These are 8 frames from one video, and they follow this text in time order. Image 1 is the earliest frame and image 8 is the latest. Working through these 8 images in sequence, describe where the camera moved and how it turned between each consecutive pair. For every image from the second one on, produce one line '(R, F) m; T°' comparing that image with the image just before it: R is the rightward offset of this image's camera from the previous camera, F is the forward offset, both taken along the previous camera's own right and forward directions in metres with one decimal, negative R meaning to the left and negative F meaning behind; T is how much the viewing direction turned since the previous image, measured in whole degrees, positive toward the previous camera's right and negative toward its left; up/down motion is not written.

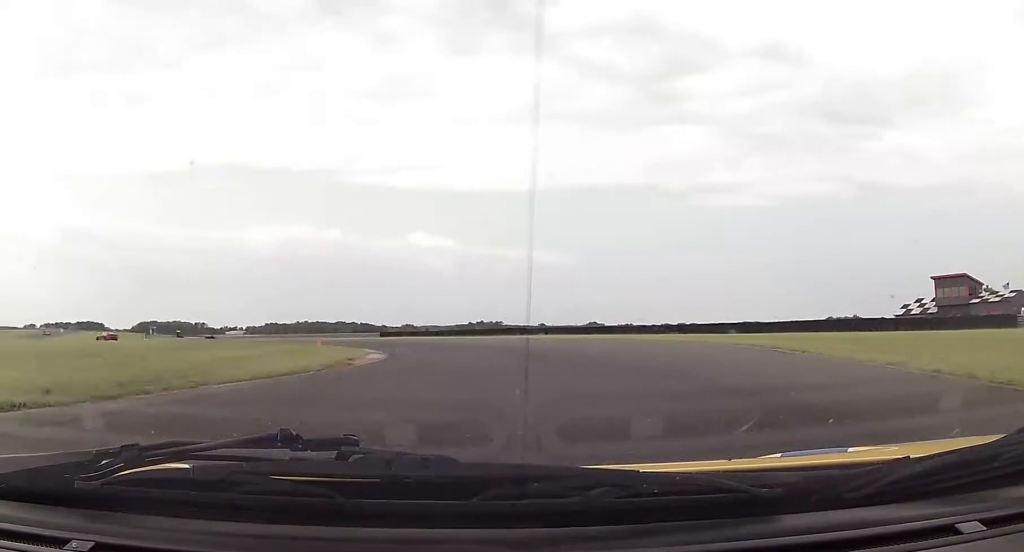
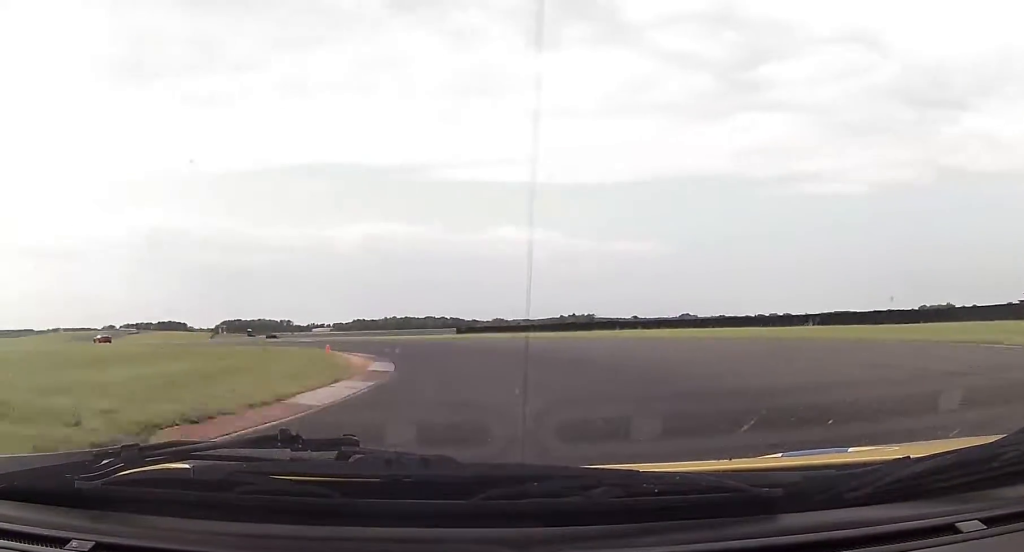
(+0.5, +13.8) m; -7°
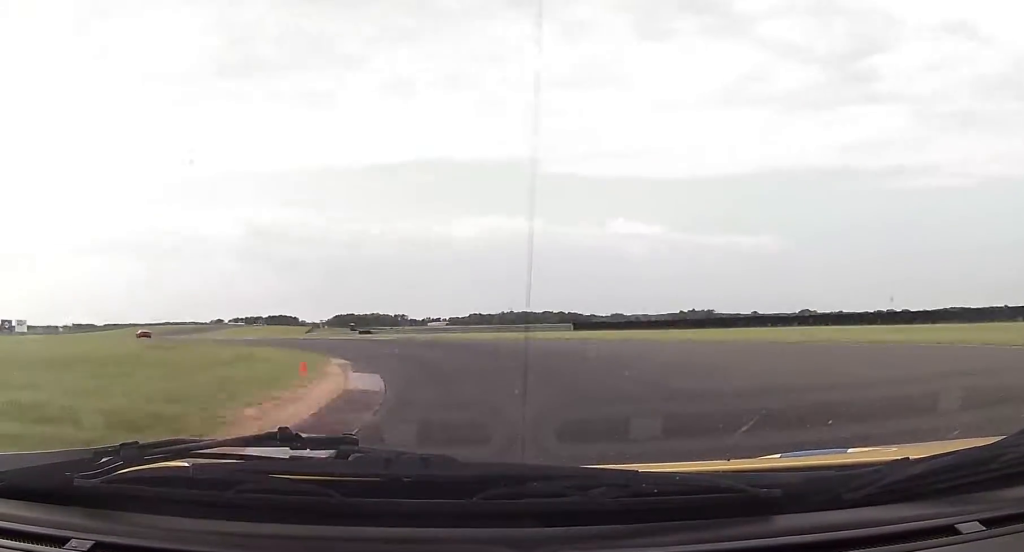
(-1.7, +13.0) m; -9°
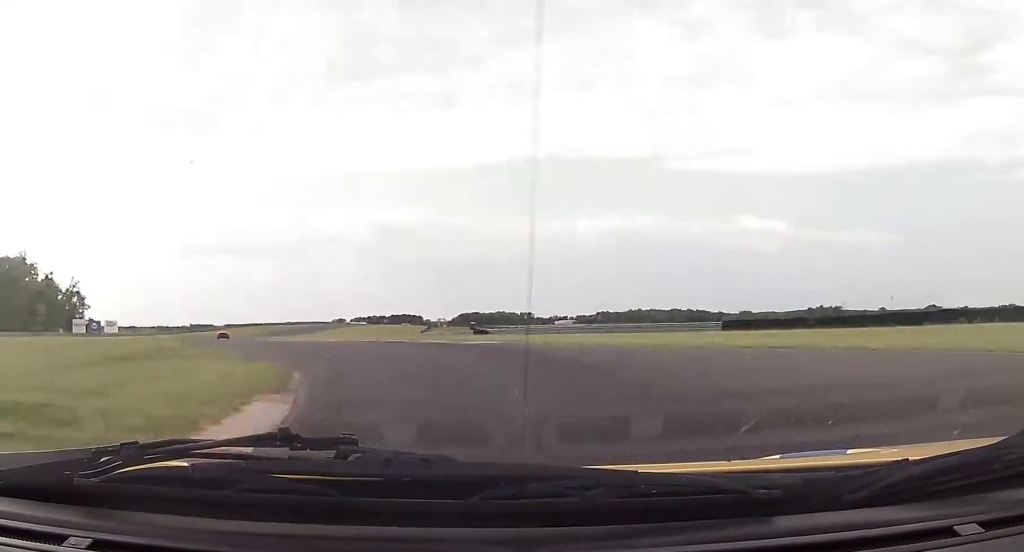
(-0.6, +12.2) m; -9°
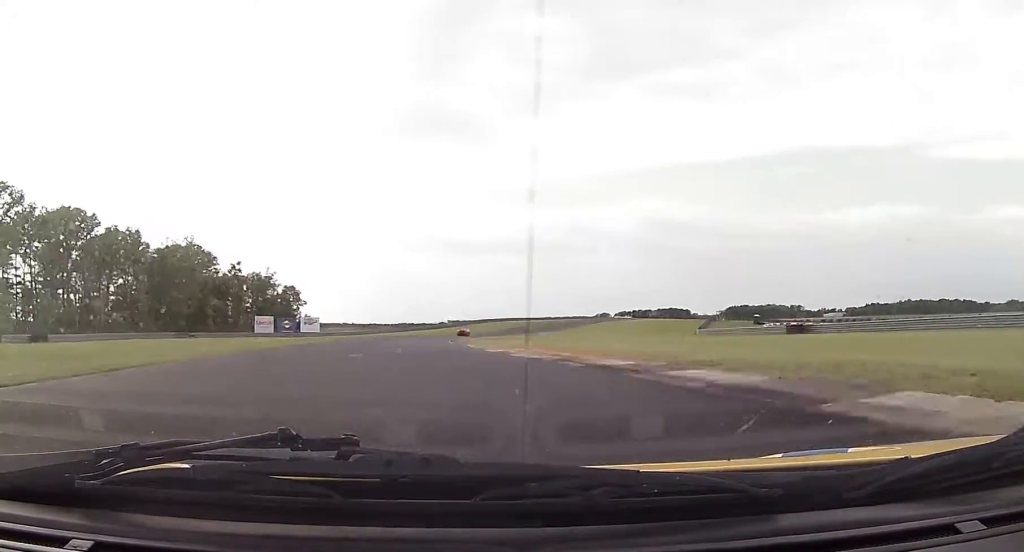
(-6.6, +33.4) m; -19°
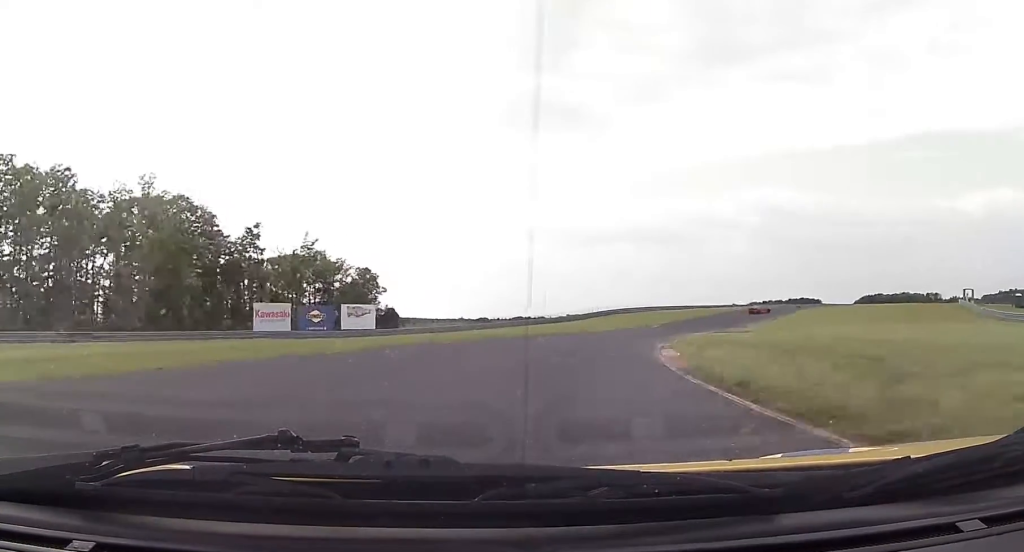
(-7.2, +57.8) m; -6°
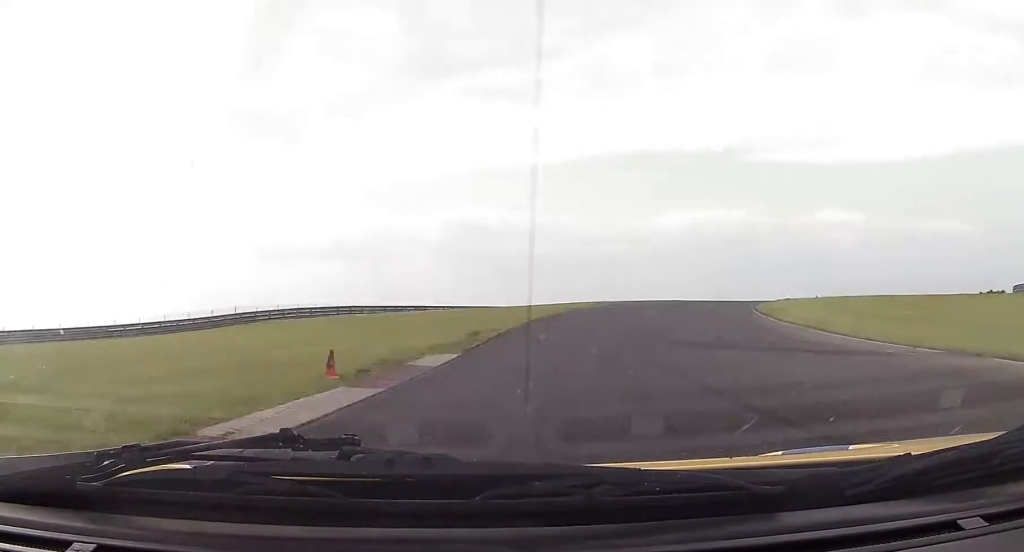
(+14.1, +71.6) m; +28°
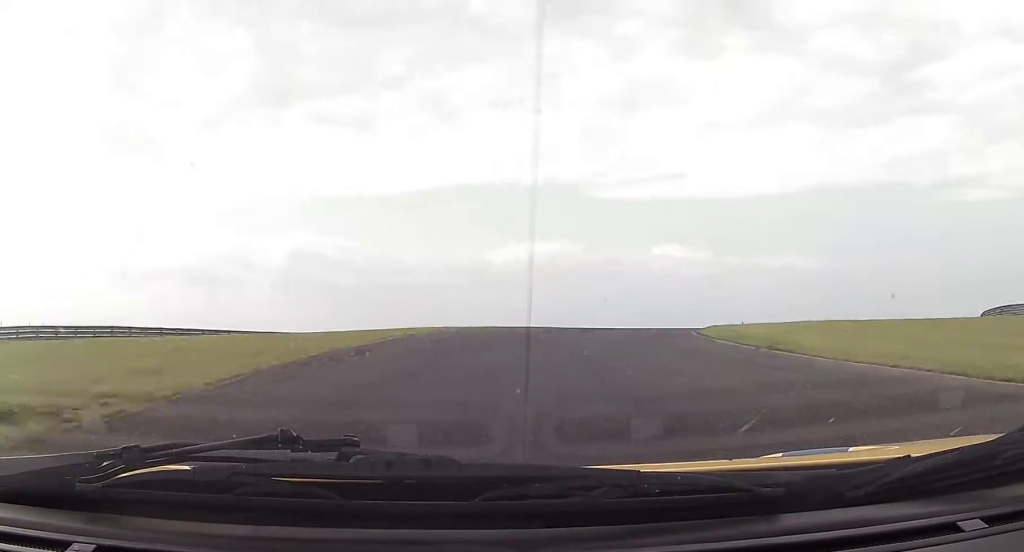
(+1.2, +18.7) m; +11°
